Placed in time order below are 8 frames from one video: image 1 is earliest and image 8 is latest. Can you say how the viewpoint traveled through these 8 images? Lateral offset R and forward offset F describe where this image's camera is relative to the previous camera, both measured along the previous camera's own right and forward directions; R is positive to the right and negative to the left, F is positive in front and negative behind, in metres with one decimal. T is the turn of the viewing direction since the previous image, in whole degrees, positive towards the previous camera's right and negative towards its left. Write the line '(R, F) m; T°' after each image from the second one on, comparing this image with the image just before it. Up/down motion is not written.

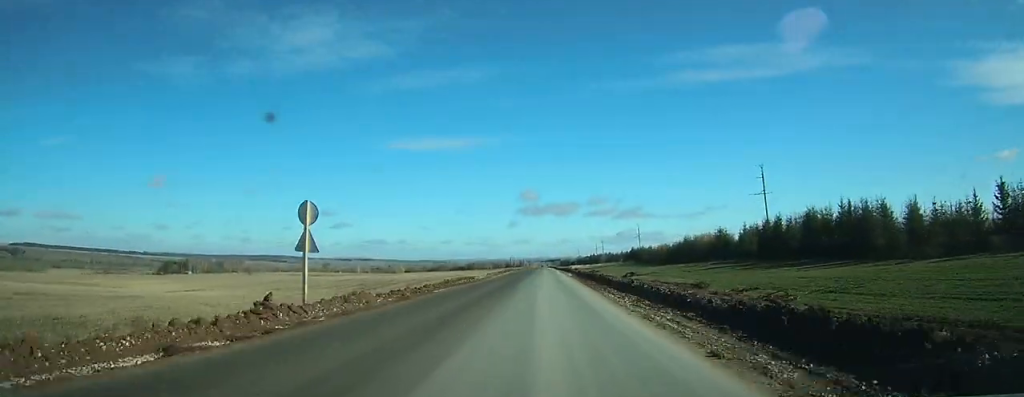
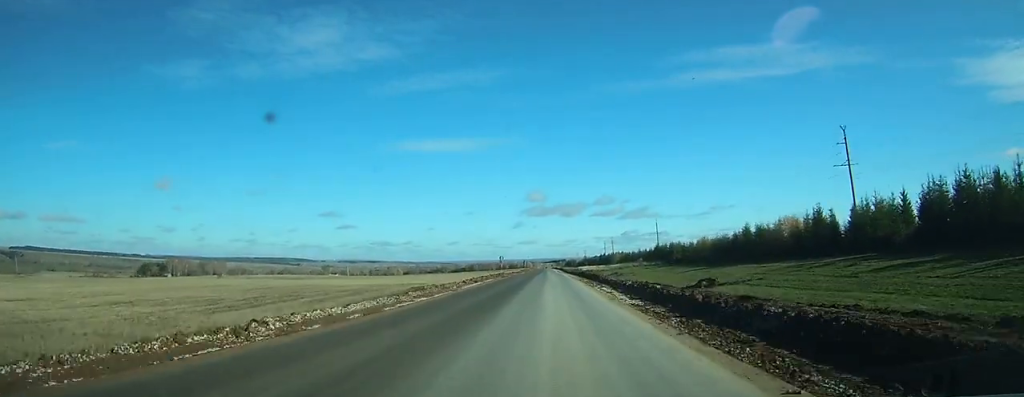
(+1.9, +42.4) m; +3°
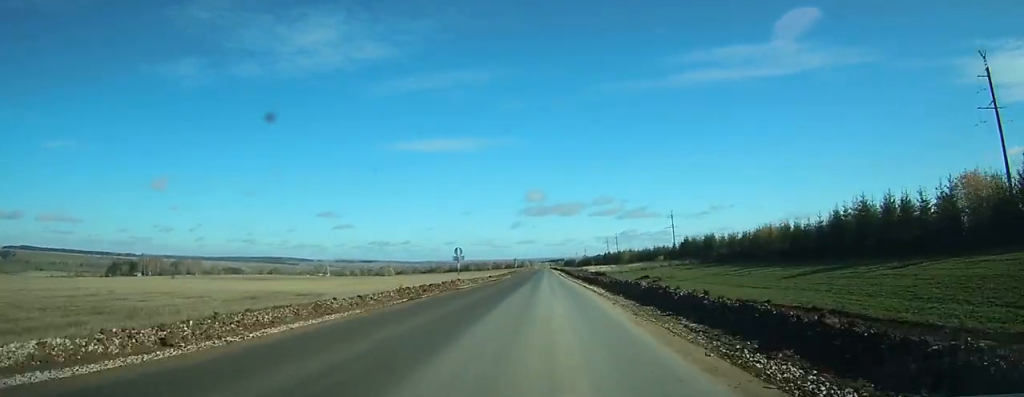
(+0.2, +41.4) m; 0°
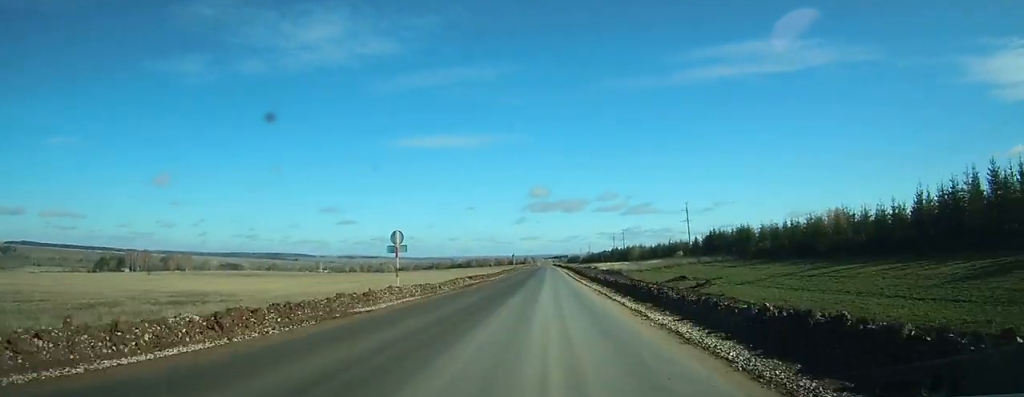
(0.0, +21.1) m; 0°
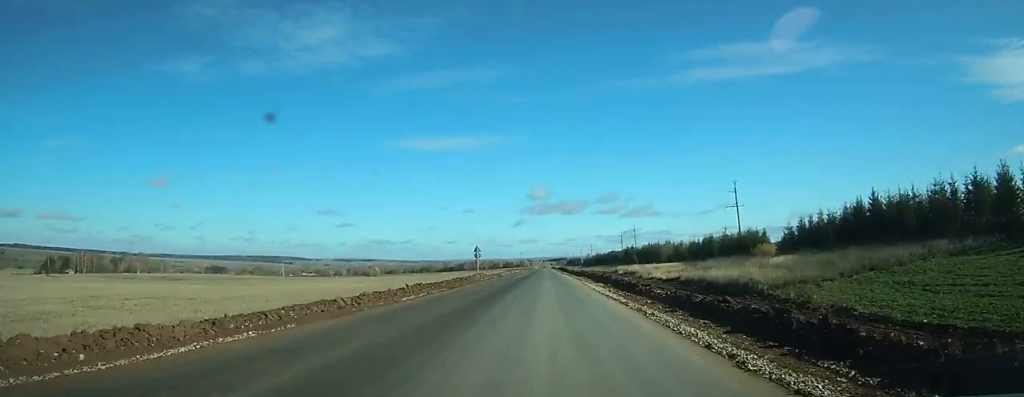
(+0.1, +63.3) m; 0°
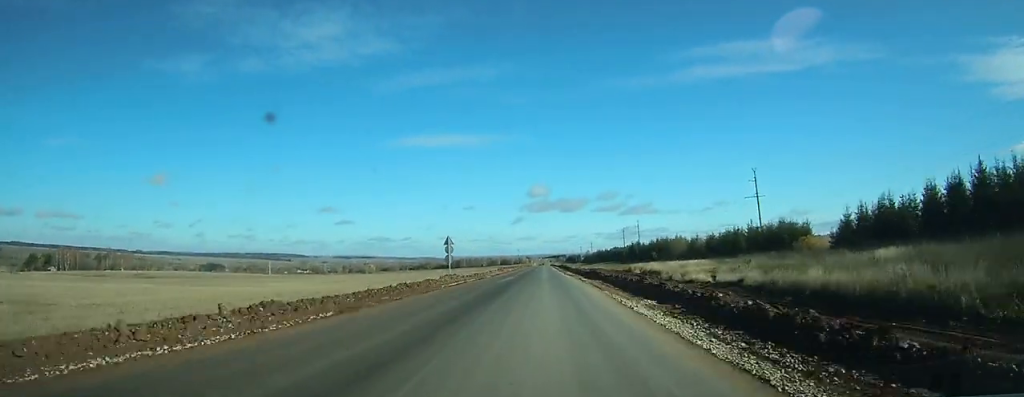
(0.0, +17.6) m; 0°
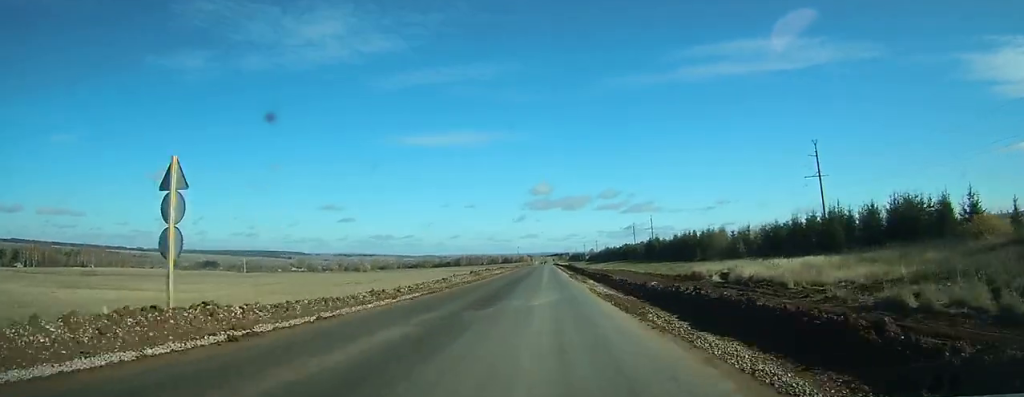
(-0.1, +34.9) m; 0°
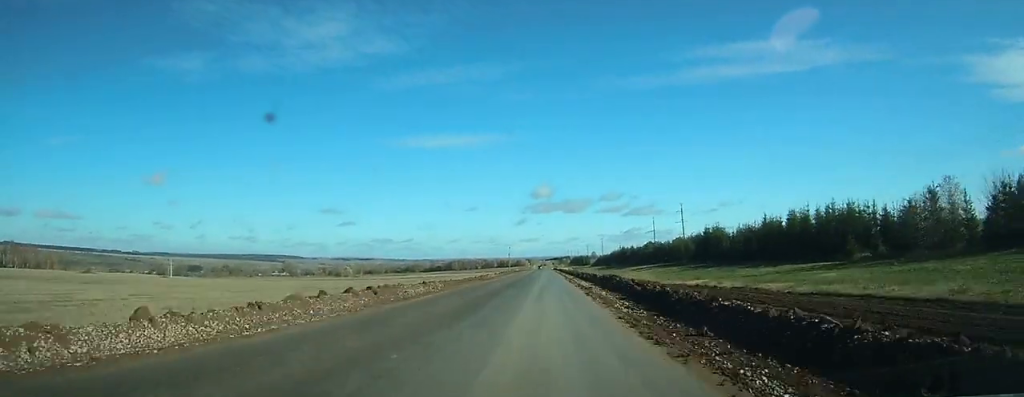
(-0.1, +69.8) m; 0°
